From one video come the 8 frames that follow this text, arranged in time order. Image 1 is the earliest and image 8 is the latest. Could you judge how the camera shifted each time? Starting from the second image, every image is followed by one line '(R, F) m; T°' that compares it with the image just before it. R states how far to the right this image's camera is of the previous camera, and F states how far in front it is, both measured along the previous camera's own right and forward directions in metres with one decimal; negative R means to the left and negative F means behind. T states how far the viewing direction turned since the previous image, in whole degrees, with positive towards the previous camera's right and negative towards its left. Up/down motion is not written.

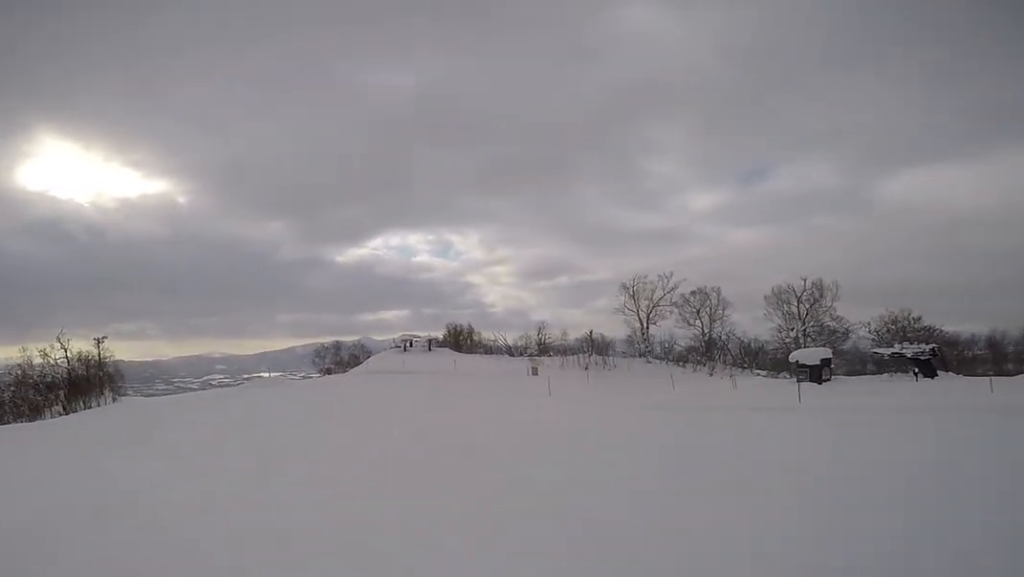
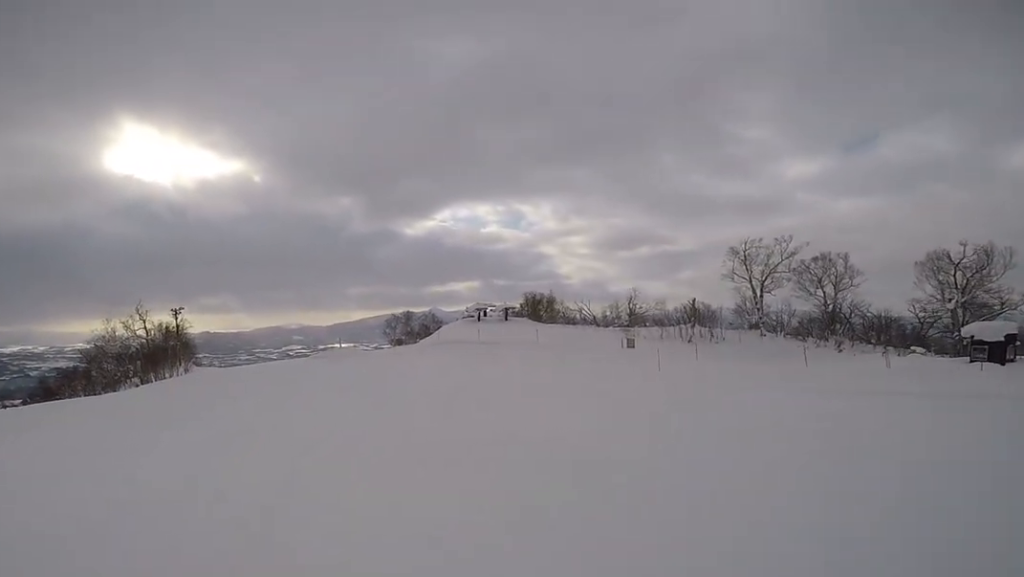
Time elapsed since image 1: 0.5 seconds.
(+0.2, +4.5) m; -3°
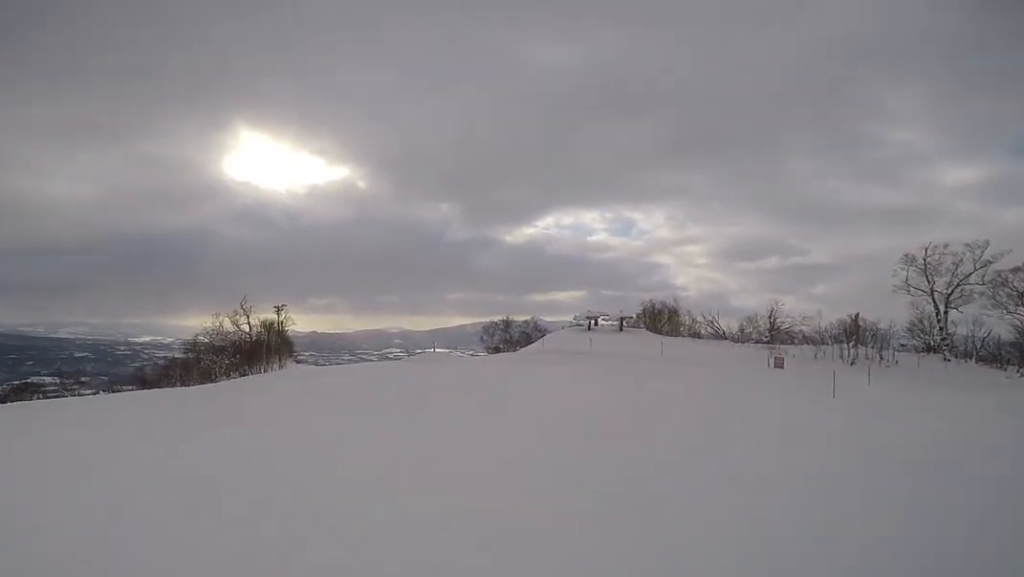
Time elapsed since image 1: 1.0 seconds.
(-0.3, +4.4) m; -1°
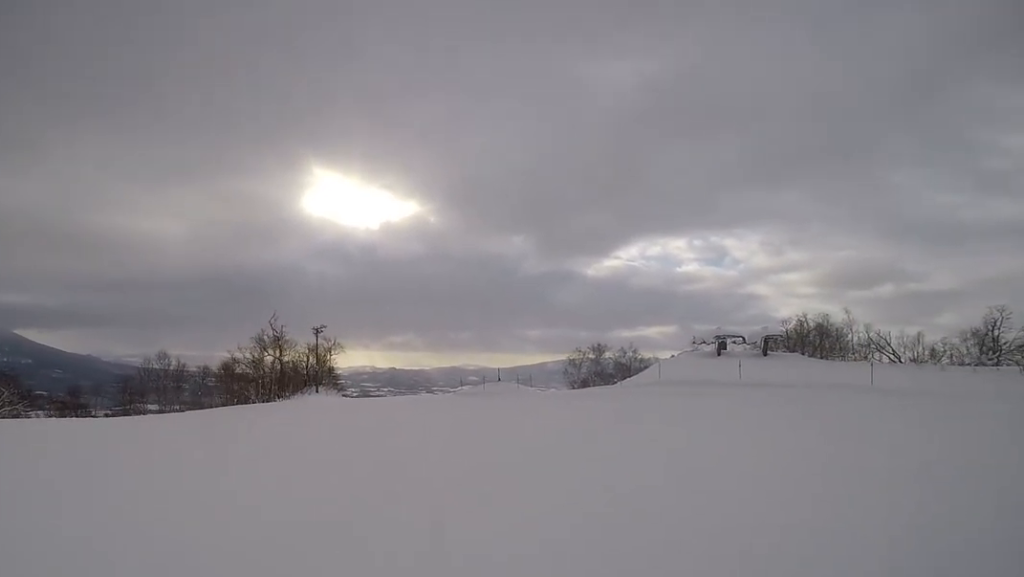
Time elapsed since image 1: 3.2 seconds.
(+0.4, +16.7) m; +2°
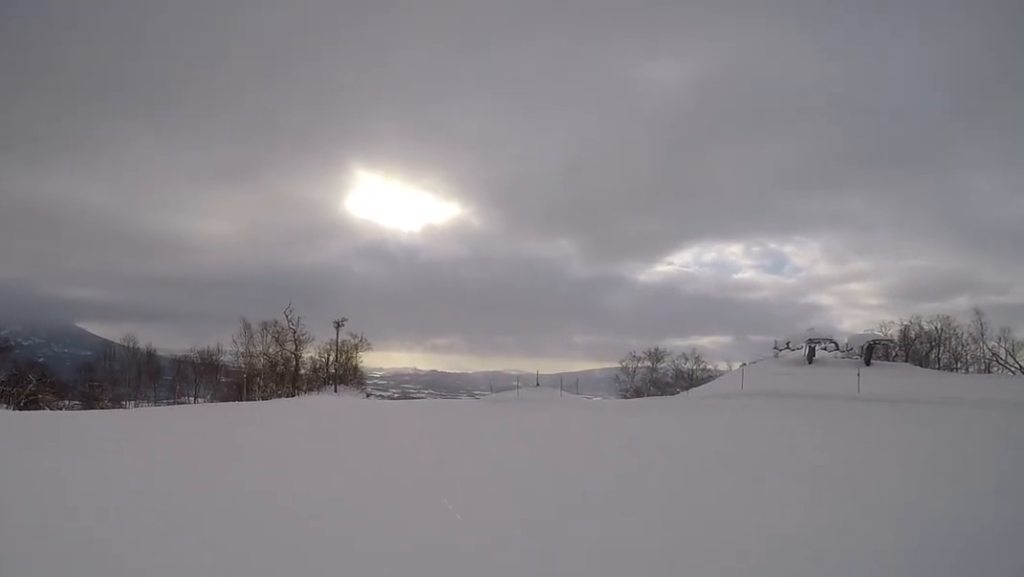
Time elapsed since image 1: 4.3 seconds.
(-0.5, +7.8) m; -3°
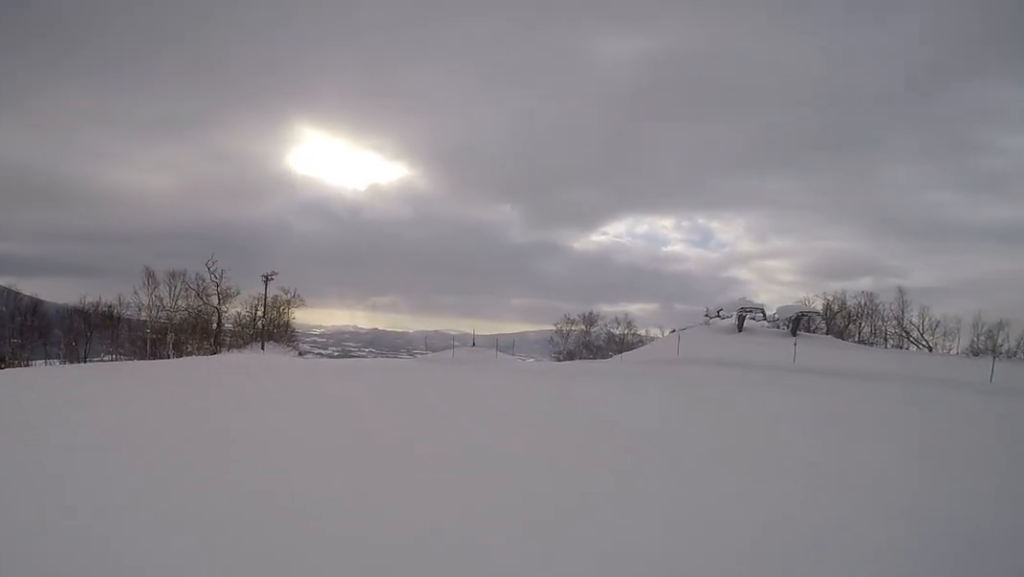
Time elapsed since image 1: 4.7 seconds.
(-0.2, +2.7) m; 0°
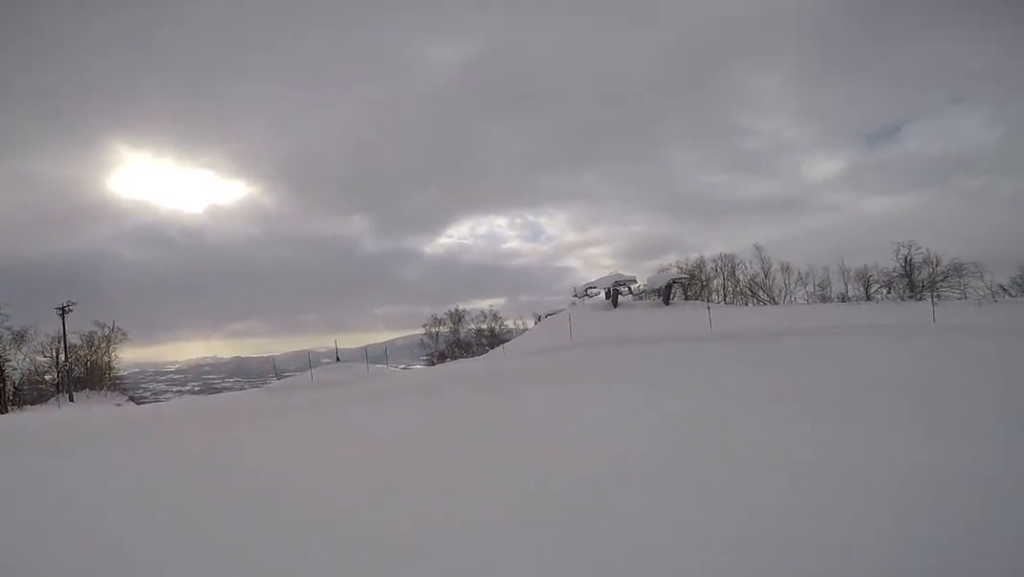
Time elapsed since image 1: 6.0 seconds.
(+0.8, +7.6) m; +7°
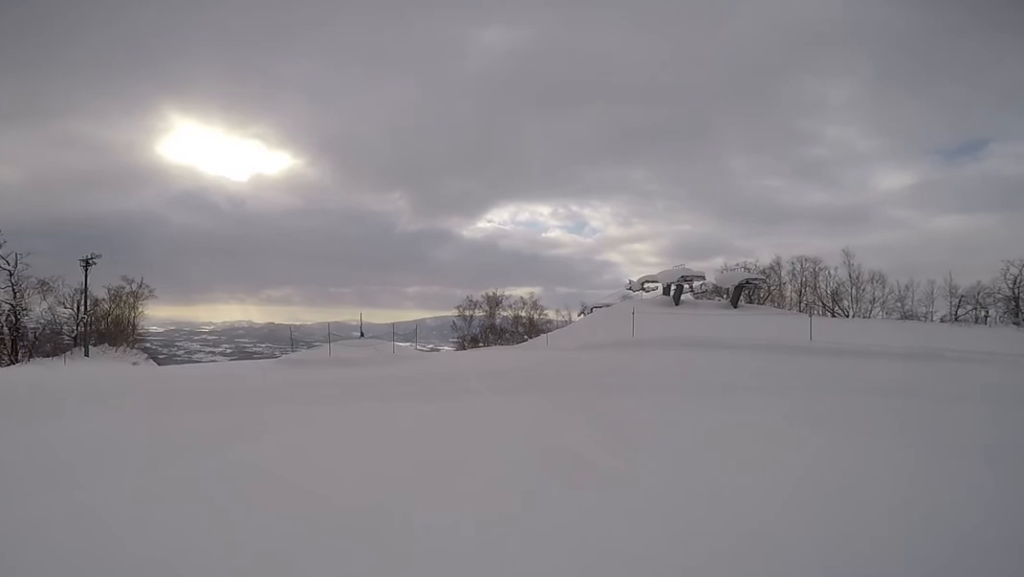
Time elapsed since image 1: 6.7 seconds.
(+0.1, +3.4) m; +1°
